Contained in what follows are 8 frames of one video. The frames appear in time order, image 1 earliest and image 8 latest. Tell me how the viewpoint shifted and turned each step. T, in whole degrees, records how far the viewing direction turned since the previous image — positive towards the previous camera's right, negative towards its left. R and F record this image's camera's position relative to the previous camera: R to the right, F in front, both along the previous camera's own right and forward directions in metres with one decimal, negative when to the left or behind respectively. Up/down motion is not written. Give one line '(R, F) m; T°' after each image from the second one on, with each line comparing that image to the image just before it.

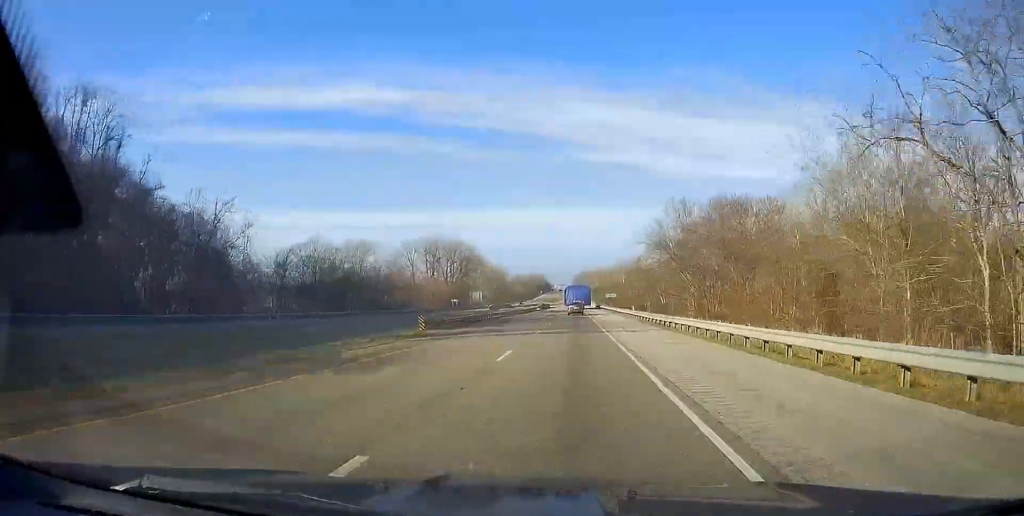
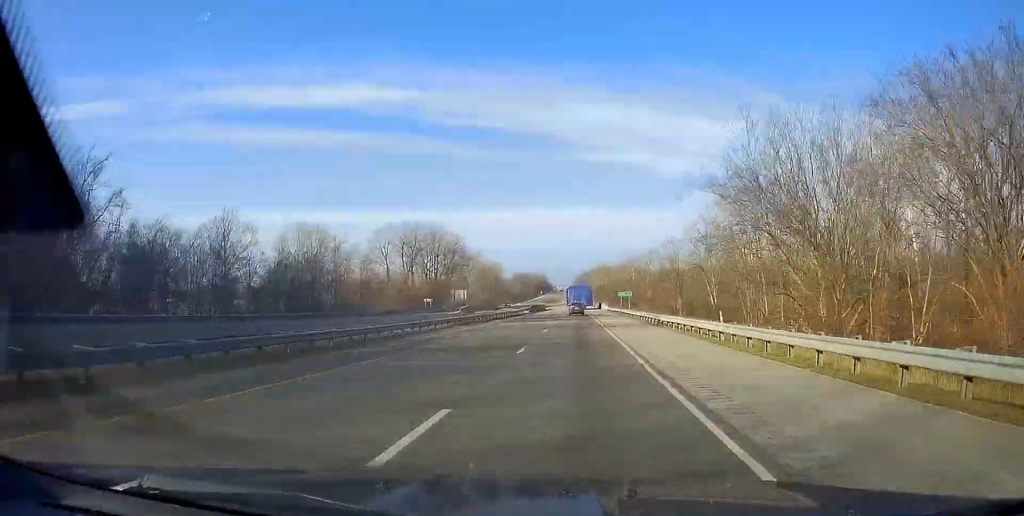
(0.0, +34.0) m; 0°
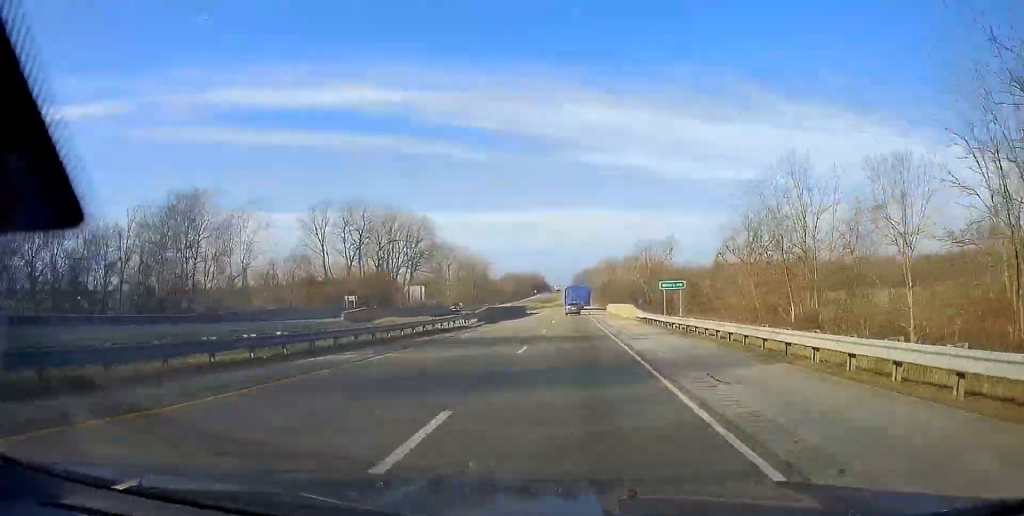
(+0.1, +48.9) m; 0°
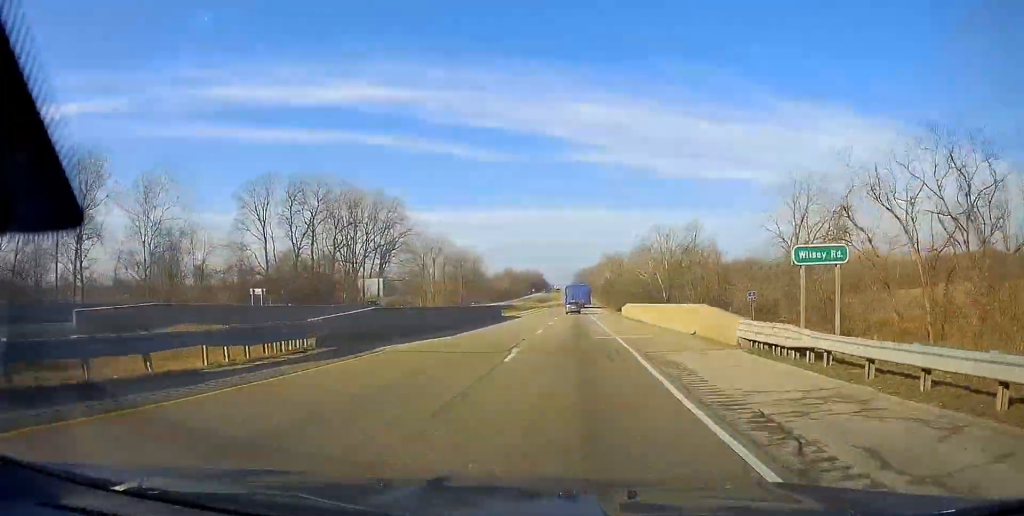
(-0.3, +29.8) m; 0°
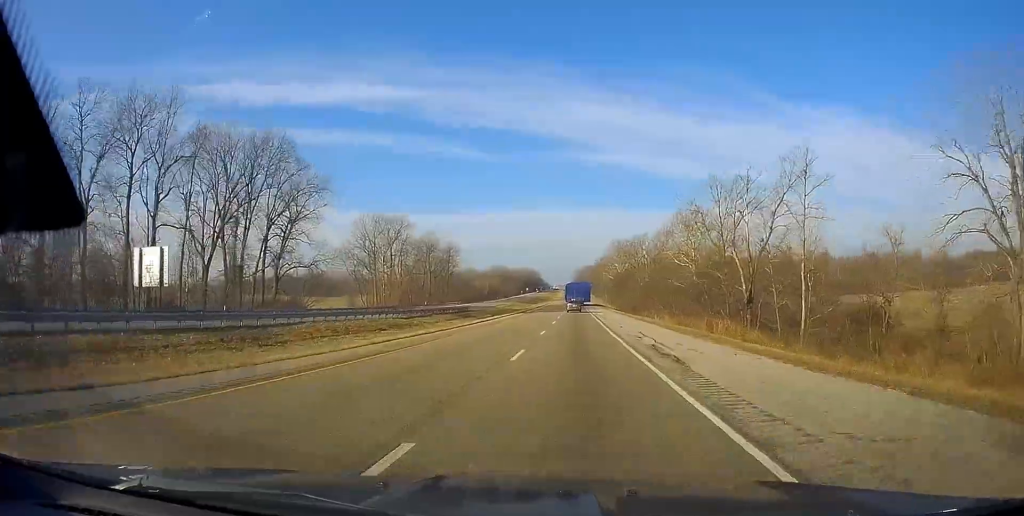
(-0.1, +60.7) m; 0°
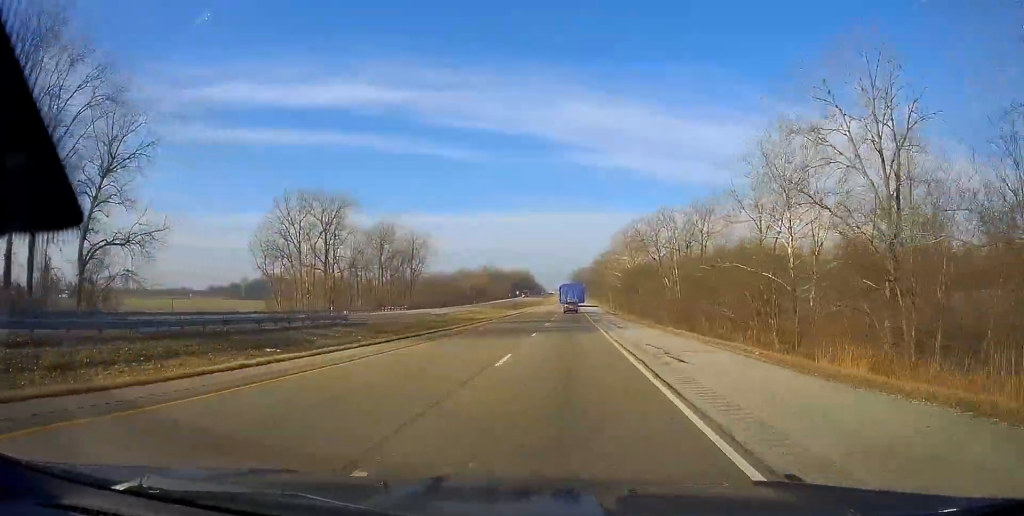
(+0.2, +50.3) m; 0°
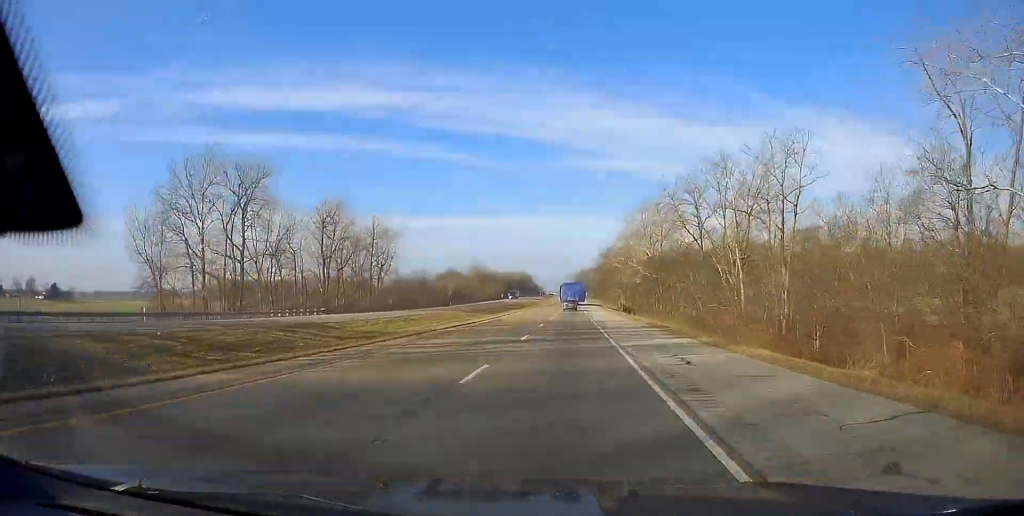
(0.0, +39.9) m; 0°
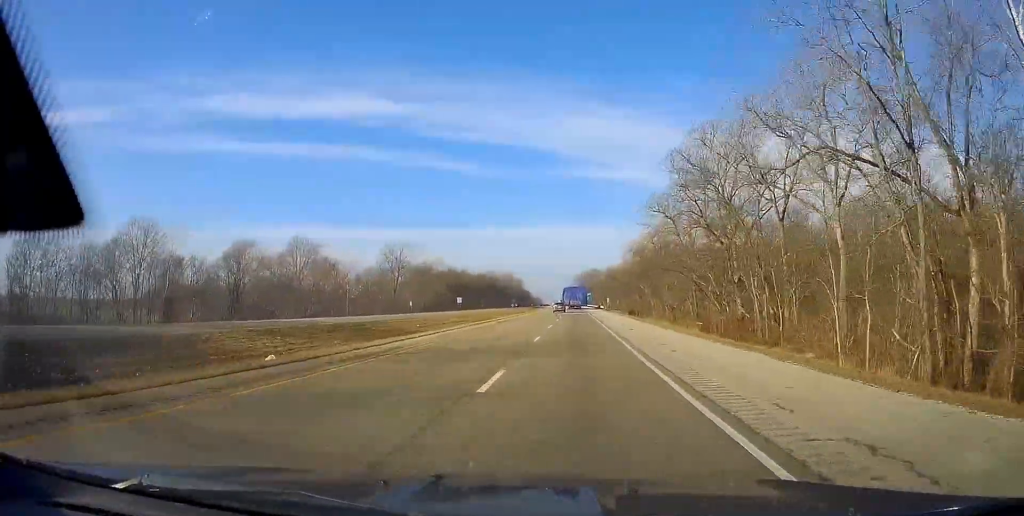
(-0.1, +160.1) m; 0°
